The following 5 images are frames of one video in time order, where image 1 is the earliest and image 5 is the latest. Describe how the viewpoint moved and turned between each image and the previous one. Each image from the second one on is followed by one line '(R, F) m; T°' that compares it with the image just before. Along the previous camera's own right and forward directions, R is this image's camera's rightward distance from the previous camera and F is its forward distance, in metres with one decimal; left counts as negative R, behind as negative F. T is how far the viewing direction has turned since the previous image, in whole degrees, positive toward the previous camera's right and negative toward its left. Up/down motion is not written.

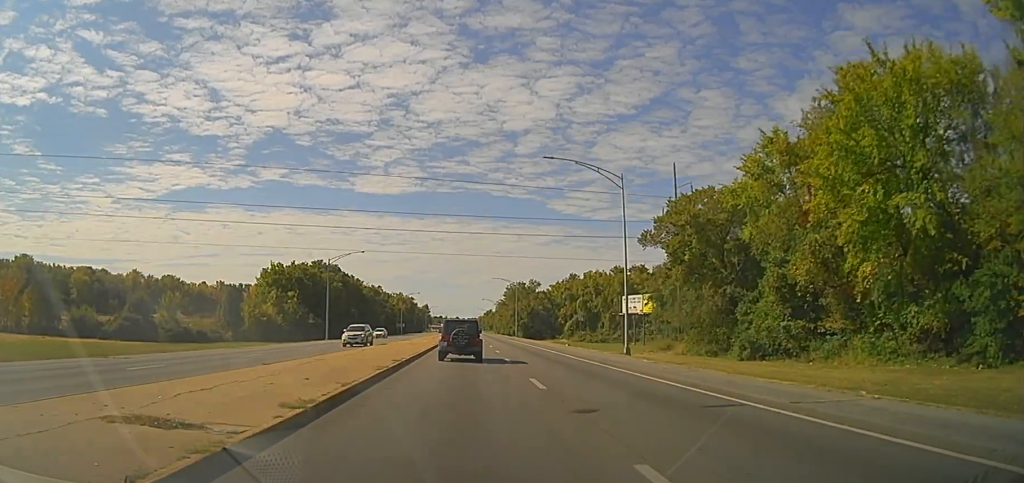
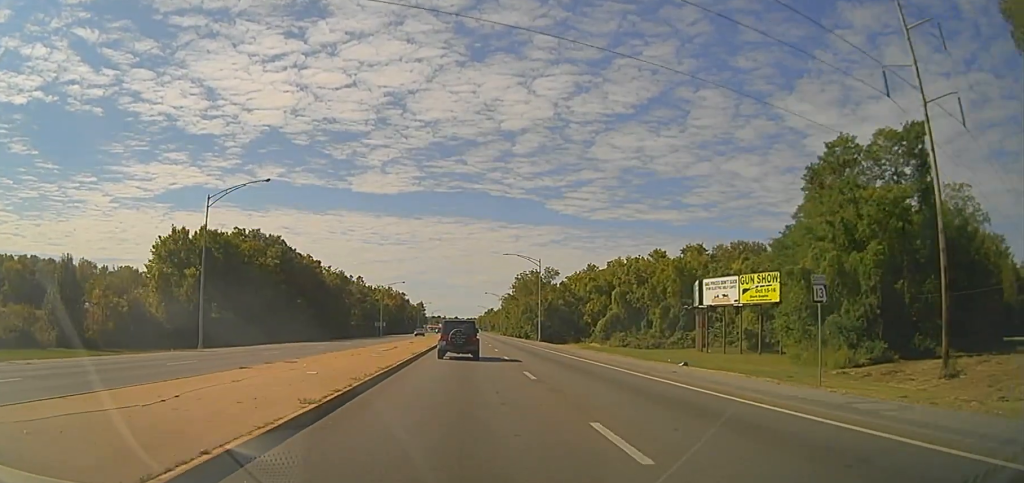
(-0.4, +45.1) m; +1°
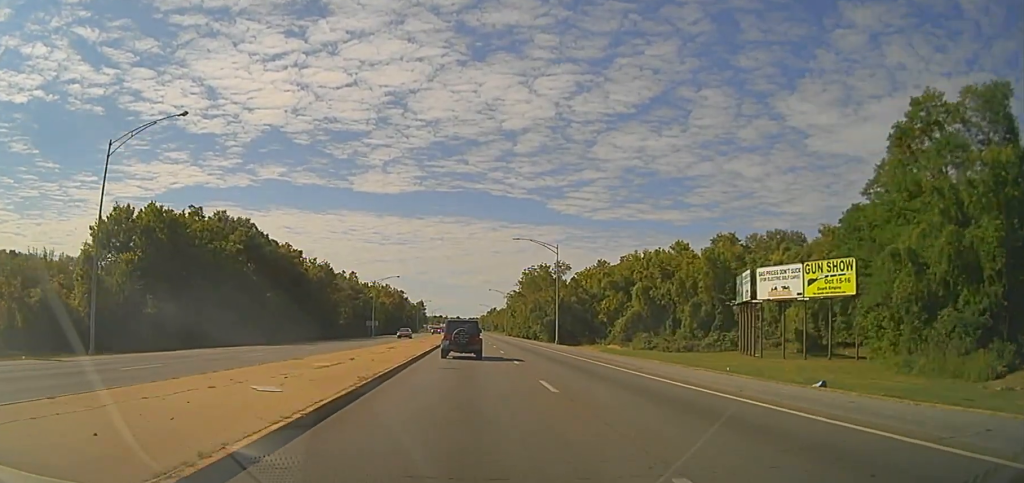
(+0.1, +16.1) m; -1°
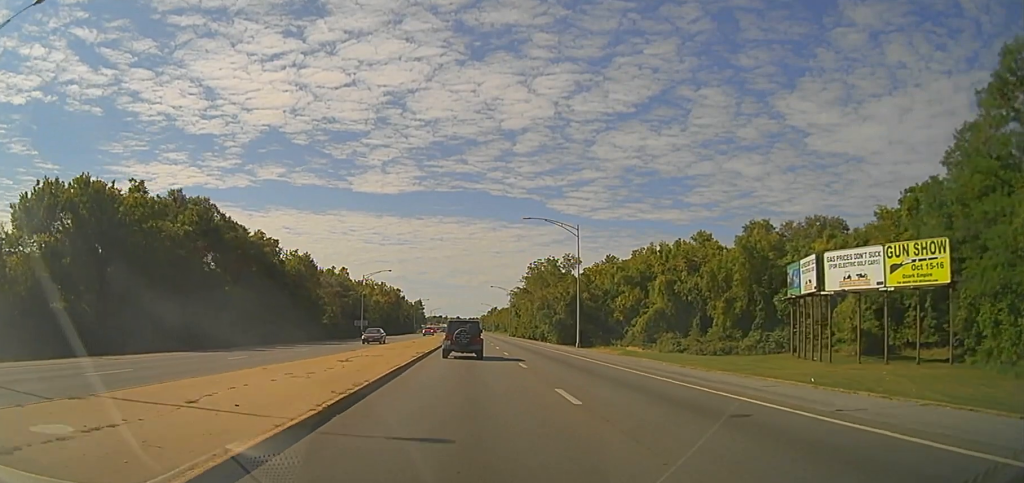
(-0.1, +14.8) m; -1°
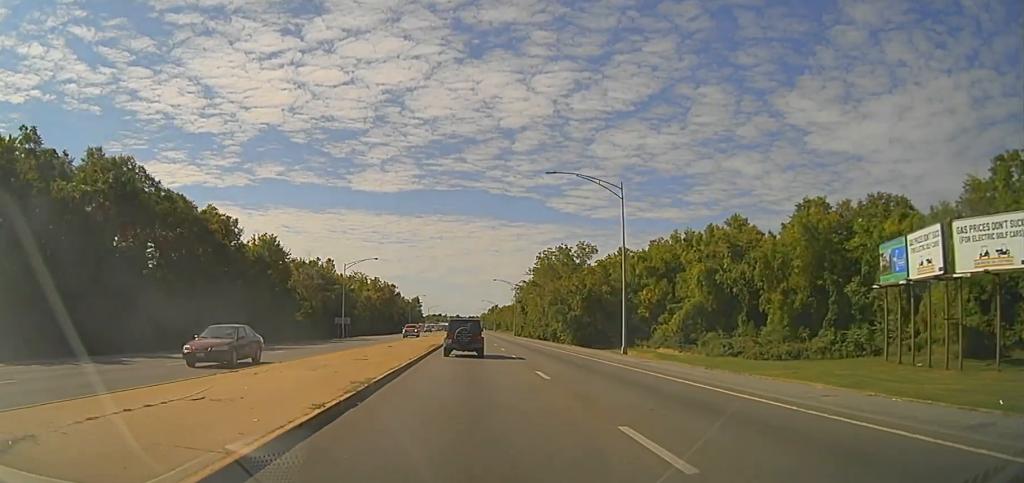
(-0.2, +18.7) m; -1°
